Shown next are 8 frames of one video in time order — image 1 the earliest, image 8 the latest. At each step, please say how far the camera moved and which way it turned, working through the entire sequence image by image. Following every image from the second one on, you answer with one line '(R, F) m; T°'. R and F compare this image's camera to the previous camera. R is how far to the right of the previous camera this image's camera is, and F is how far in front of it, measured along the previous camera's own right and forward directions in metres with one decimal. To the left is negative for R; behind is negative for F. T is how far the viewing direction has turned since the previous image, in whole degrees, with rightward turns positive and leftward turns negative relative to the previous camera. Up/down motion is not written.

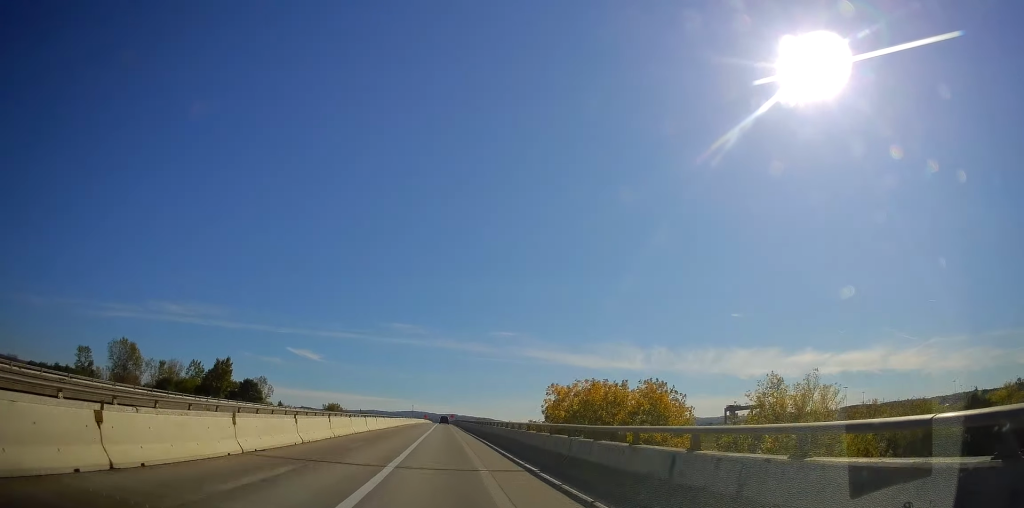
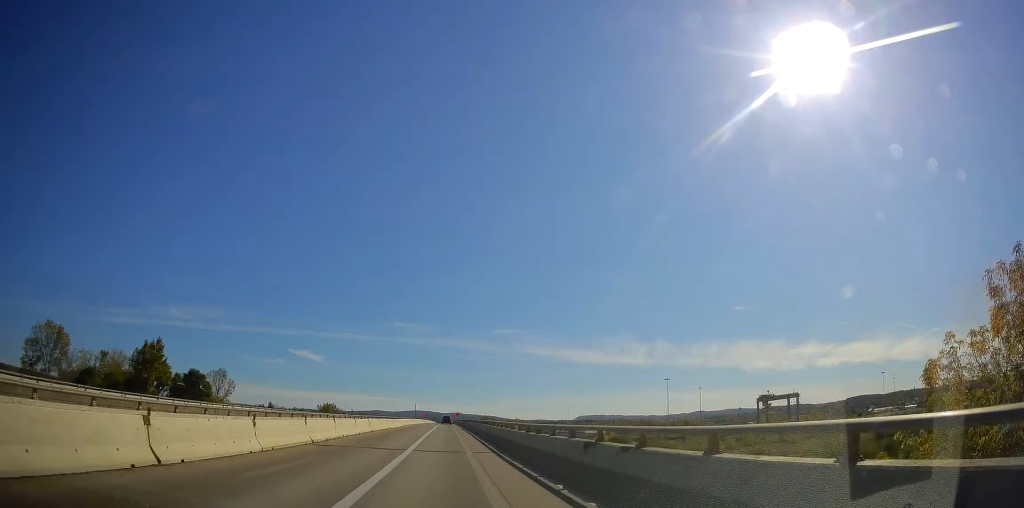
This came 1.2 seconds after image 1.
(-0.3, +35.0) m; -1°
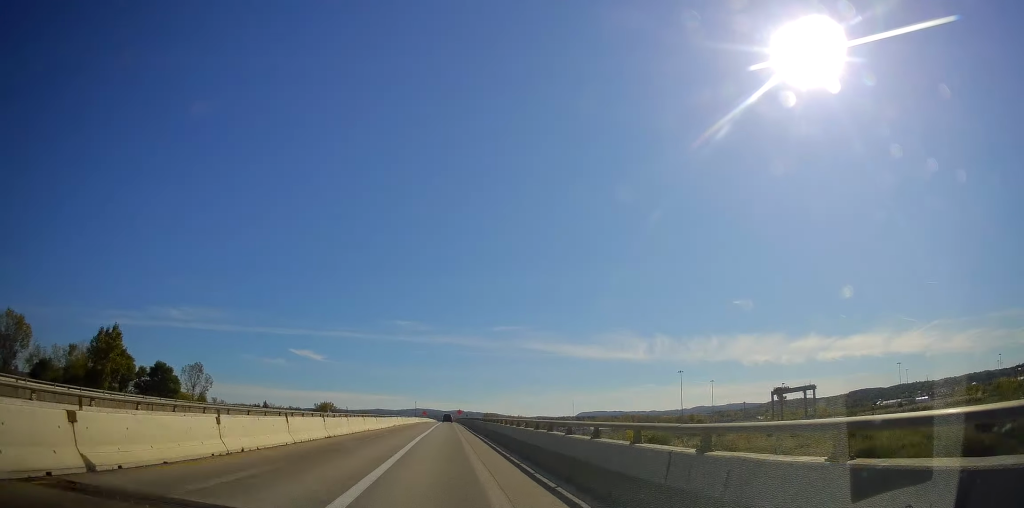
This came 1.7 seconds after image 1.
(0.0, +14.6) m; 0°
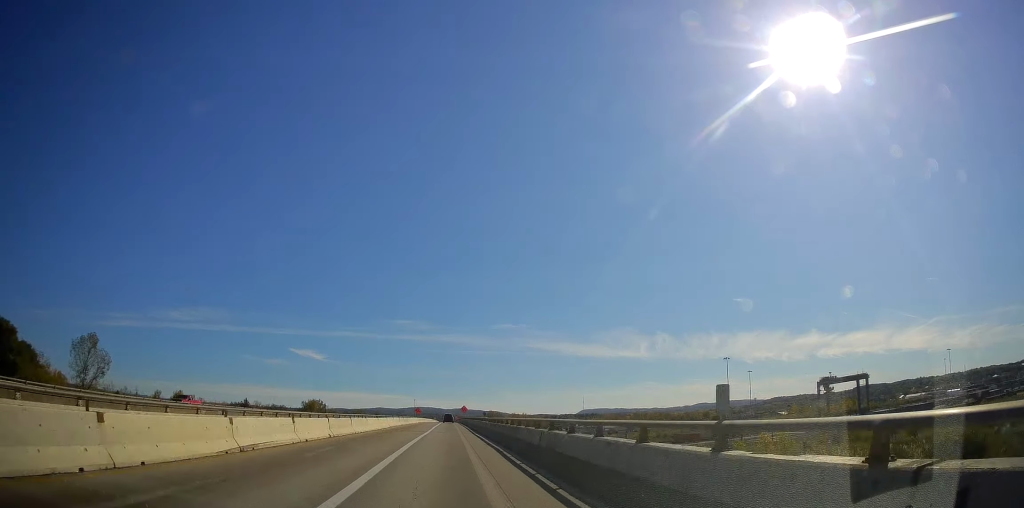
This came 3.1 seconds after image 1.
(-0.5, +42.1) m; -2°
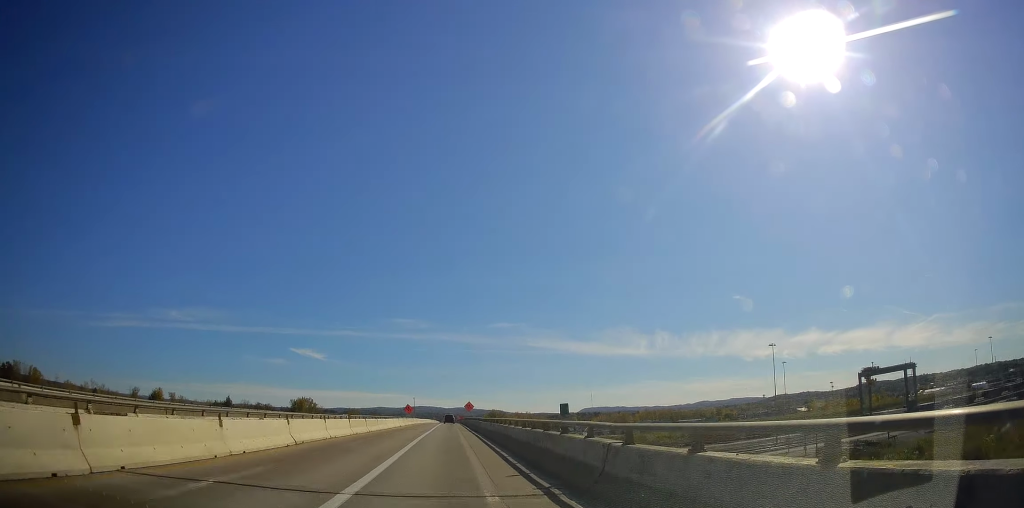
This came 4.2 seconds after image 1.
(-0.2, +31.5) m; 0°
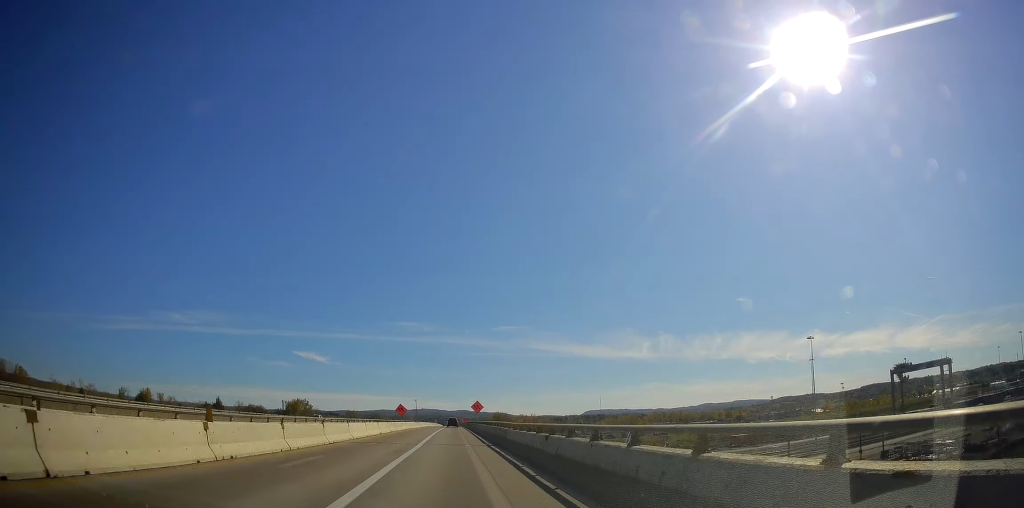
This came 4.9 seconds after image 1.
(+0.5, +19.8) m; 0°
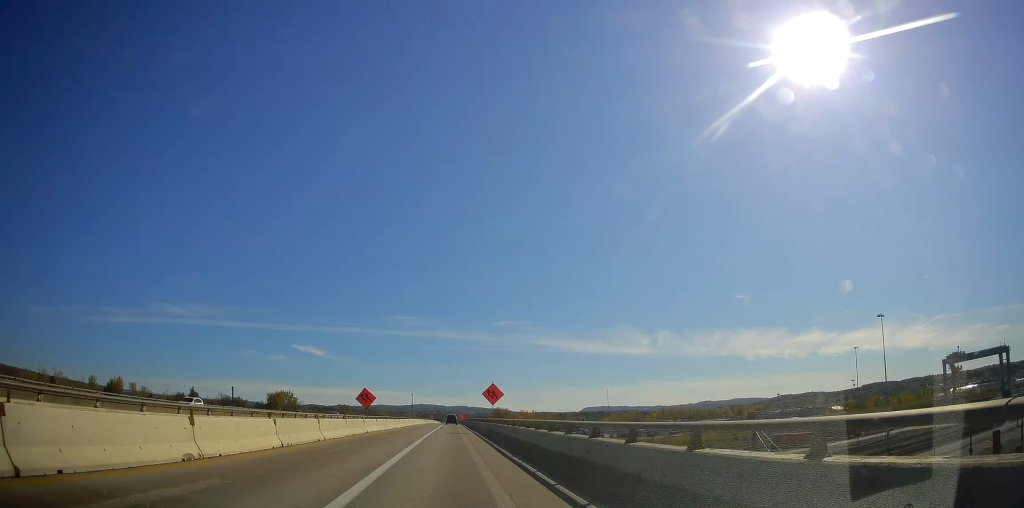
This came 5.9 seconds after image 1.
(-0.9, +31.5) m; -1°
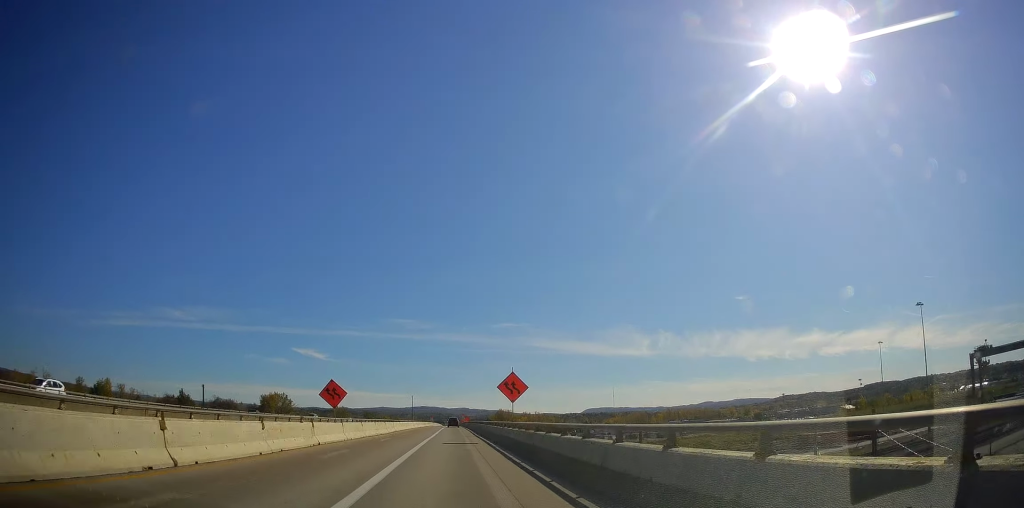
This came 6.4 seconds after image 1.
(-0.1, +13.7) m; +1°
